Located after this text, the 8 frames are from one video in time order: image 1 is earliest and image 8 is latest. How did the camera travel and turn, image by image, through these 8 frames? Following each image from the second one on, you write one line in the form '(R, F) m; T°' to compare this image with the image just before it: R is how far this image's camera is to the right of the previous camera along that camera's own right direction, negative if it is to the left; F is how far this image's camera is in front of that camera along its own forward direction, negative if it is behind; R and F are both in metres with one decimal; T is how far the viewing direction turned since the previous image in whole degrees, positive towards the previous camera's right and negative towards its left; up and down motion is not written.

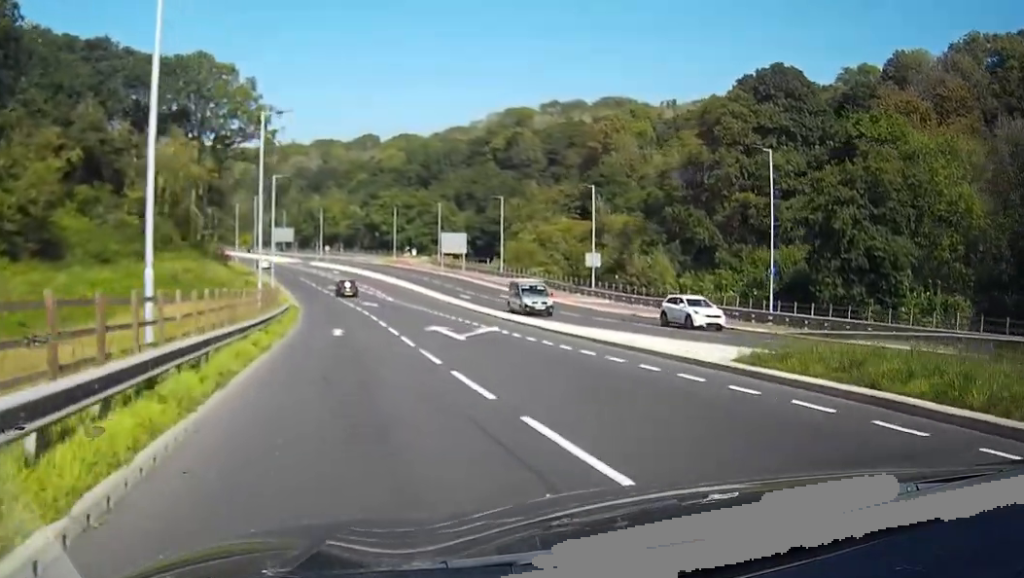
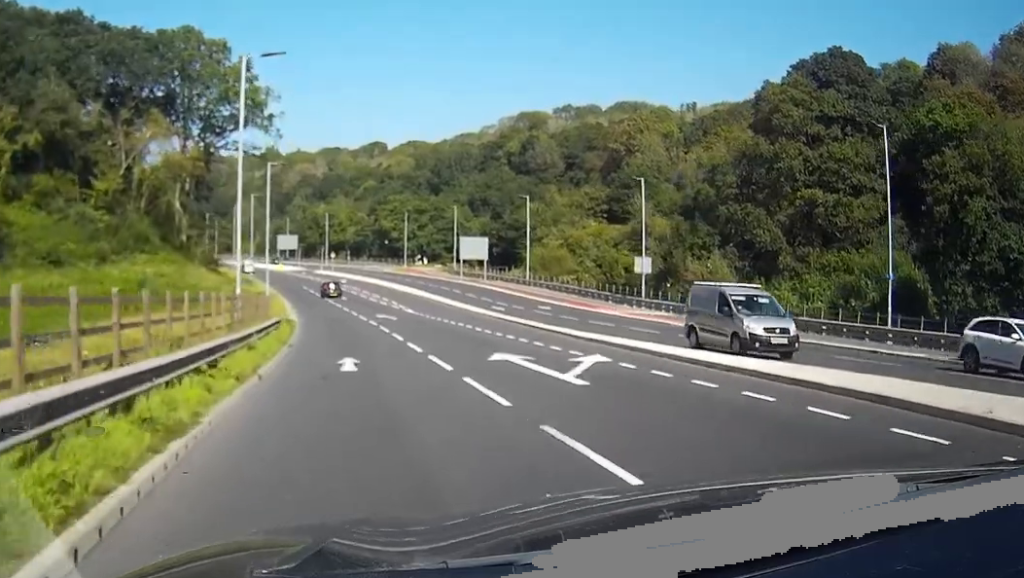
(-0.2, +13.0) m; -1°
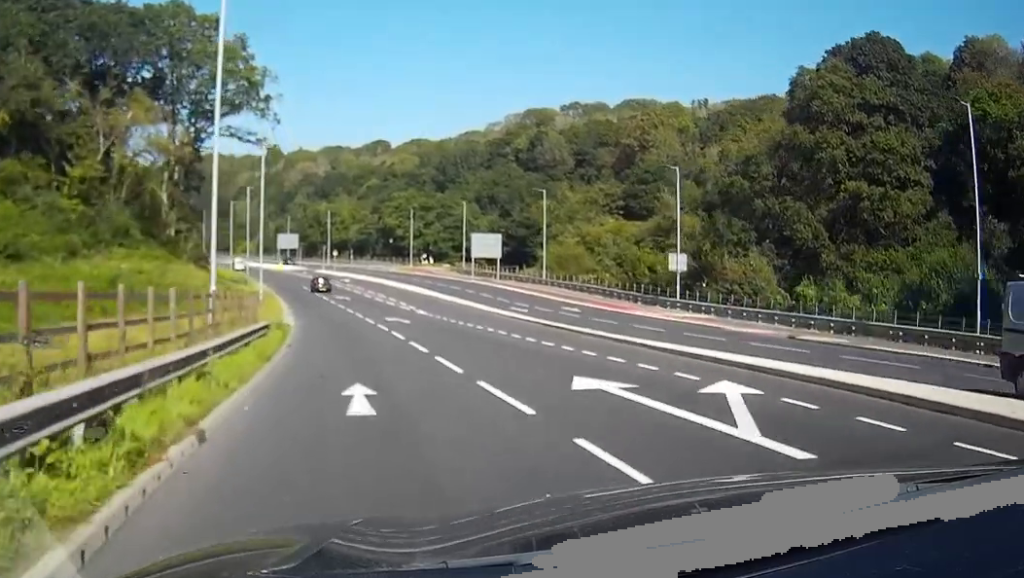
(0.0, +7.5) m; 0°
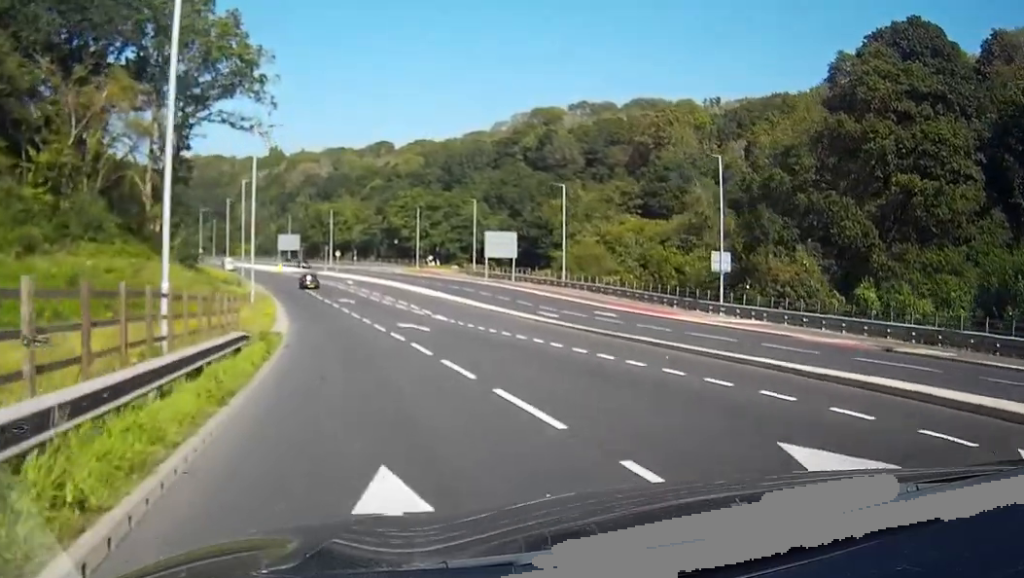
(0.0, +7.9) m; 0°
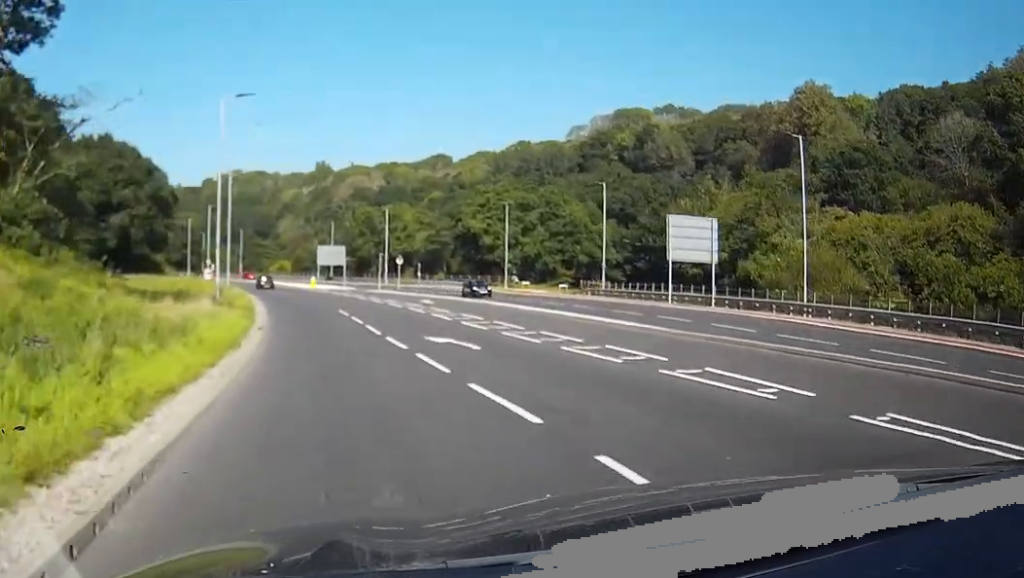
(-0.8, +43.7) m; -3°
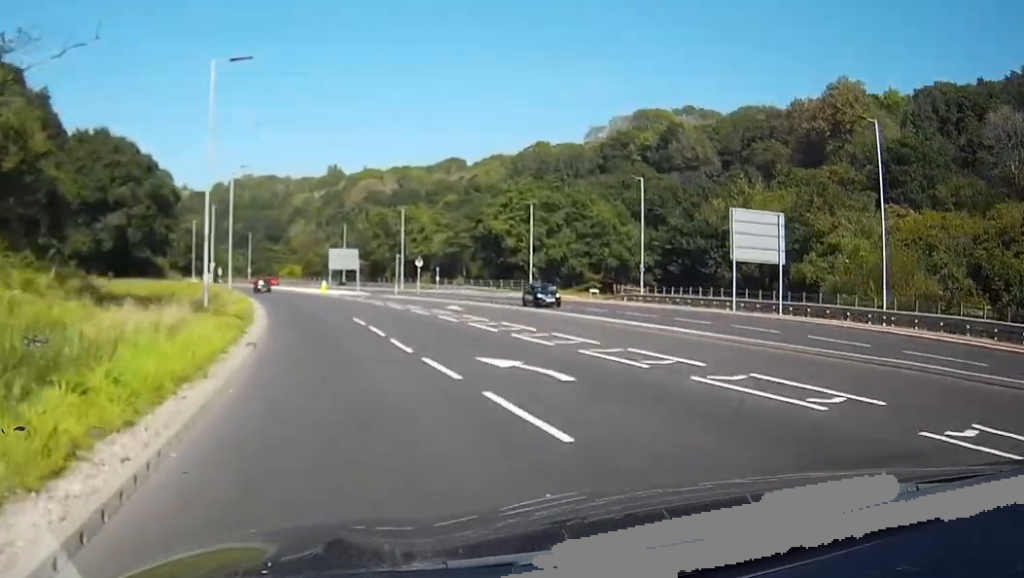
(0.0, +7.4) m; -1°
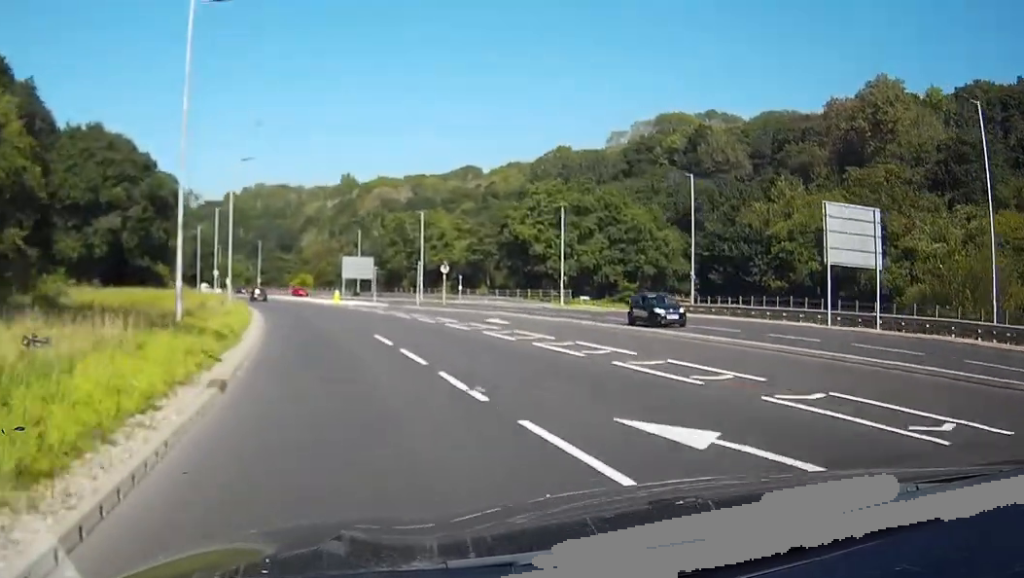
(-0.1, +8.4) m; -1°
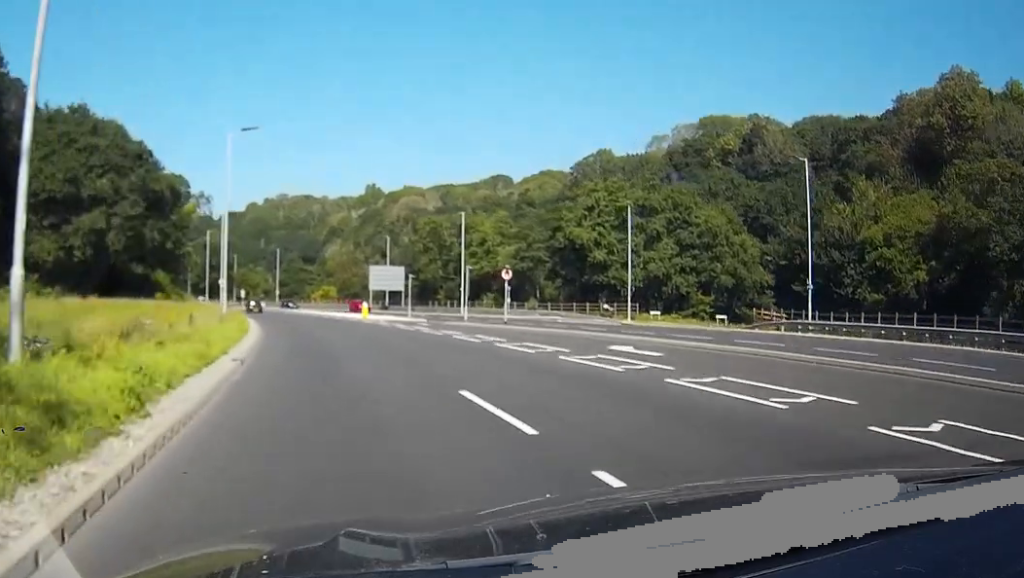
(-0.3, +14.4) m; -2°
